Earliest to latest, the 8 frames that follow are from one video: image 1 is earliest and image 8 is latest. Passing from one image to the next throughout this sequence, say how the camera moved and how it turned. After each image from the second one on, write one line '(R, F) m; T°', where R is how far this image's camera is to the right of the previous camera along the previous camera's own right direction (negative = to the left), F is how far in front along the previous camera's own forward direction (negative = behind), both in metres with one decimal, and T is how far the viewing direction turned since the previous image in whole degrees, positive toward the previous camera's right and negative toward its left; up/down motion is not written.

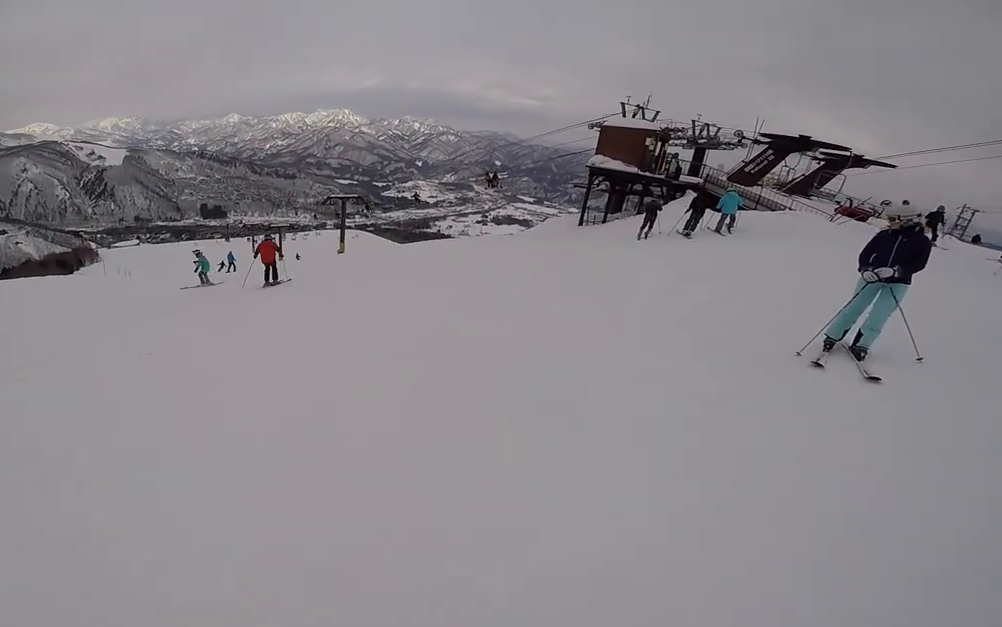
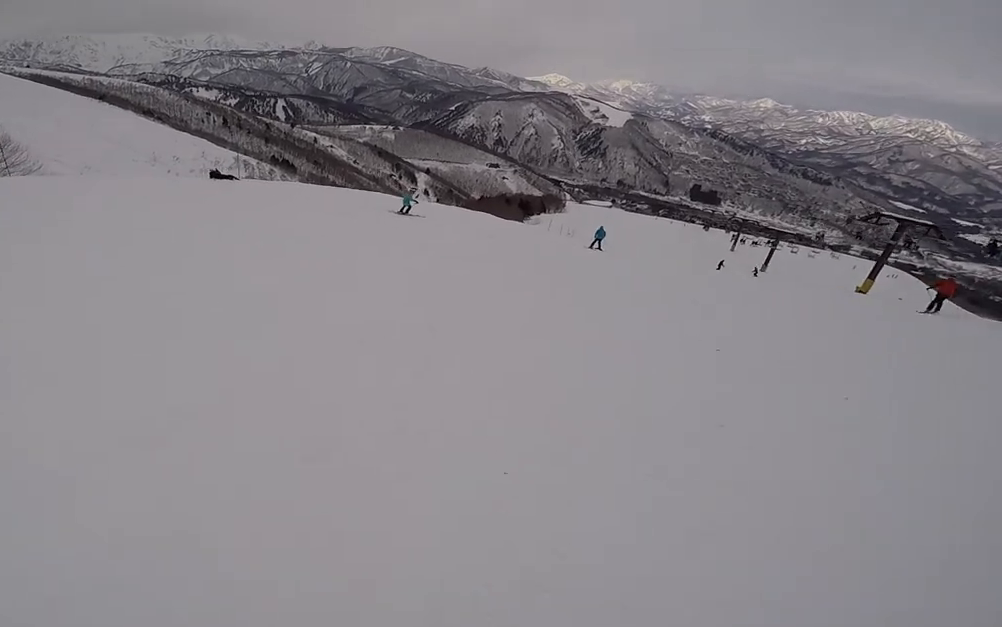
(-4.1, +10.4) m; -55°
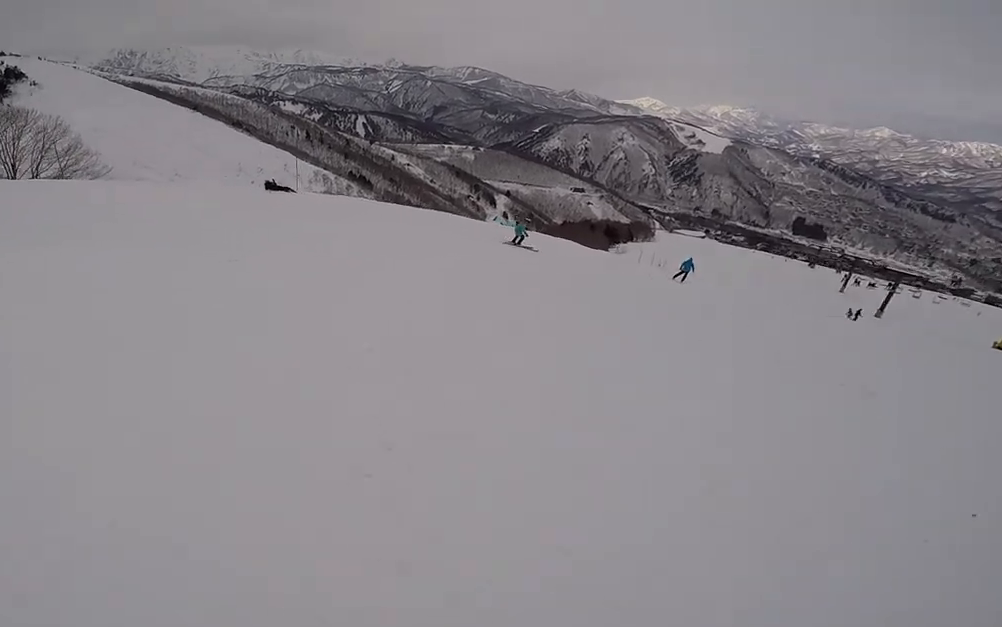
(-0.1, +2.0) m; -5°
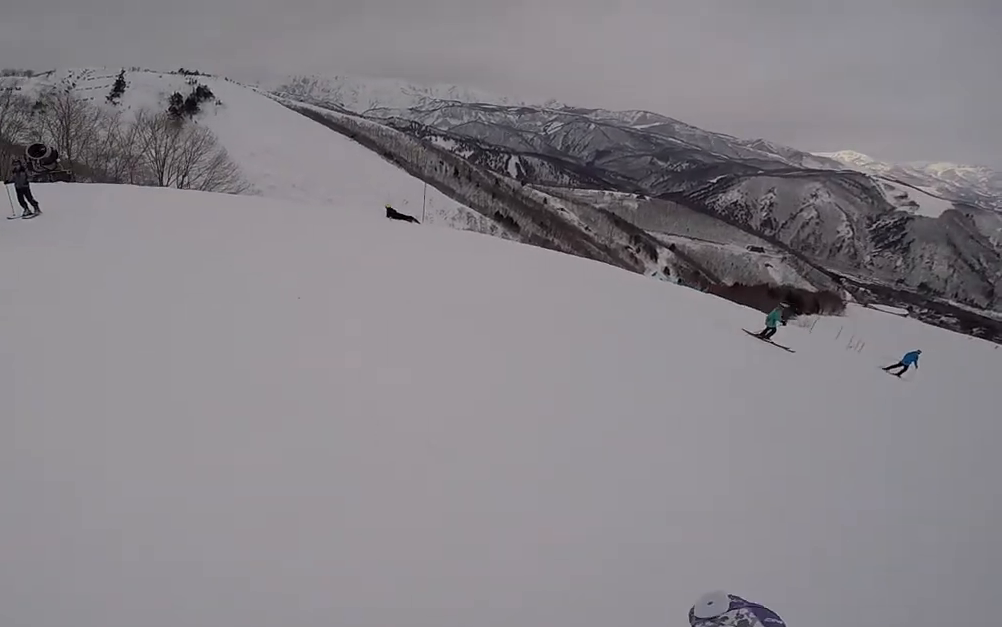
(+0.1, +2.4) m; -6°
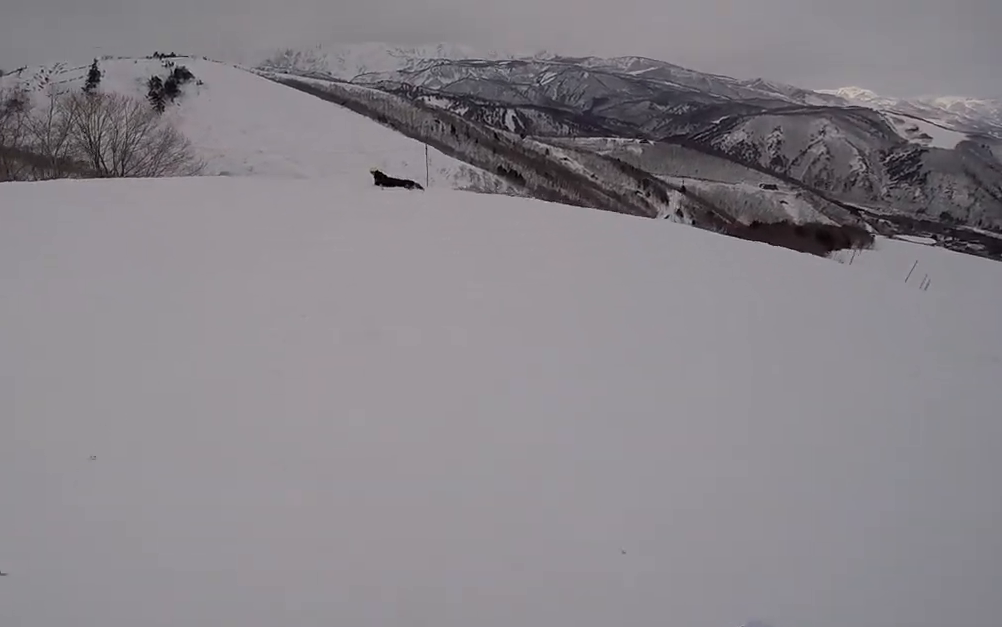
(-0.7, +5.5) m; +14°
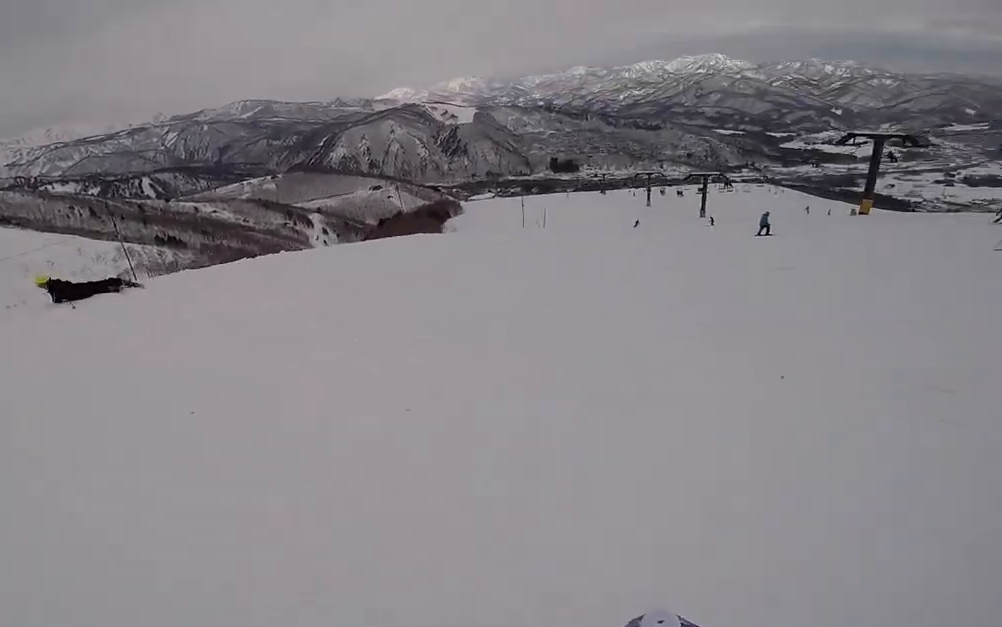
(+2.0, +3.6) m; +56°
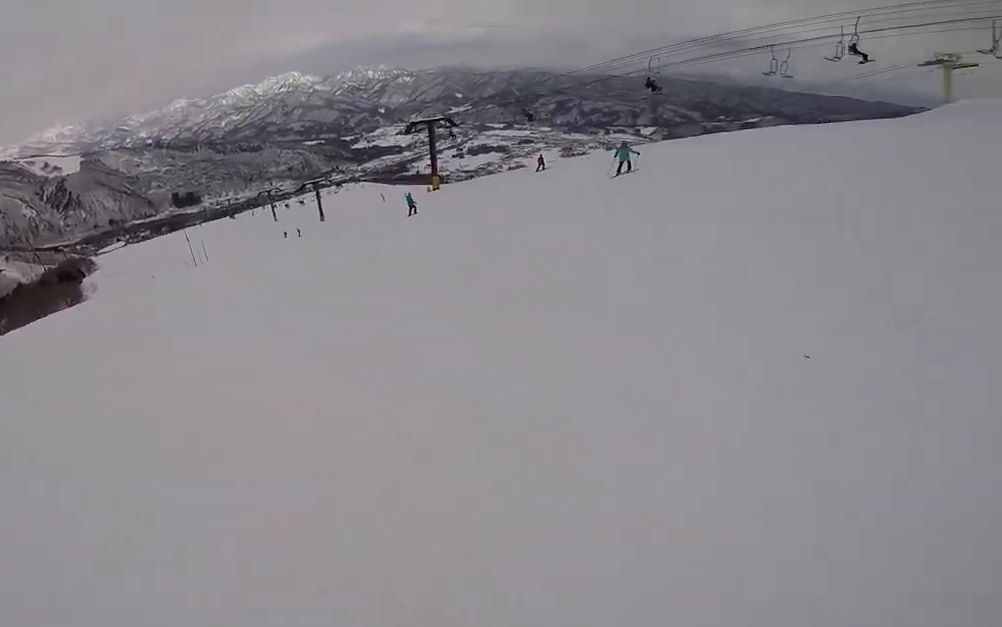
(+1.3, +2.8) m; +26°
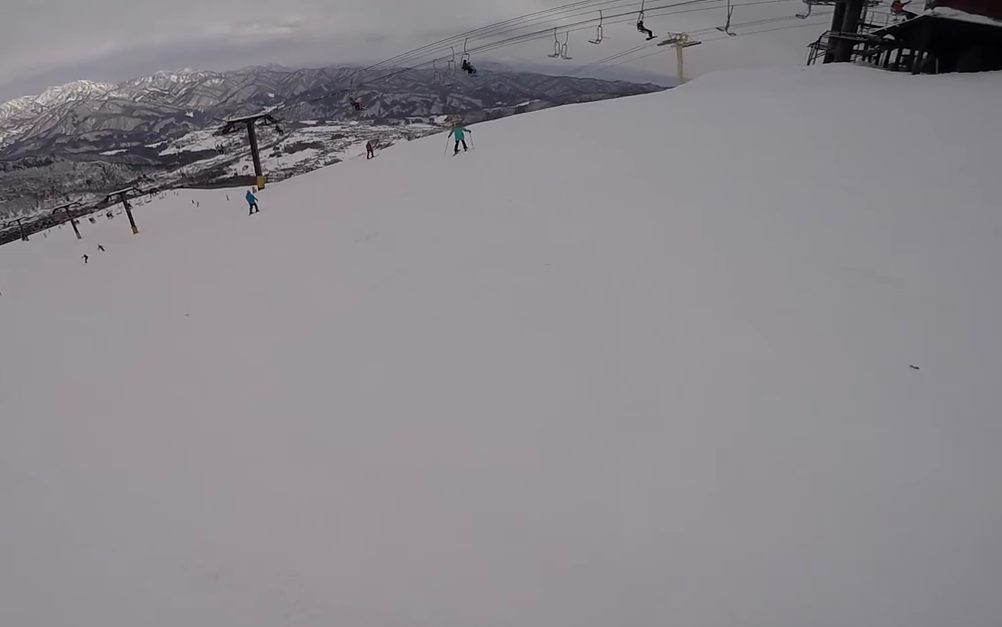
(+0.2, +1.8) m; +13°
